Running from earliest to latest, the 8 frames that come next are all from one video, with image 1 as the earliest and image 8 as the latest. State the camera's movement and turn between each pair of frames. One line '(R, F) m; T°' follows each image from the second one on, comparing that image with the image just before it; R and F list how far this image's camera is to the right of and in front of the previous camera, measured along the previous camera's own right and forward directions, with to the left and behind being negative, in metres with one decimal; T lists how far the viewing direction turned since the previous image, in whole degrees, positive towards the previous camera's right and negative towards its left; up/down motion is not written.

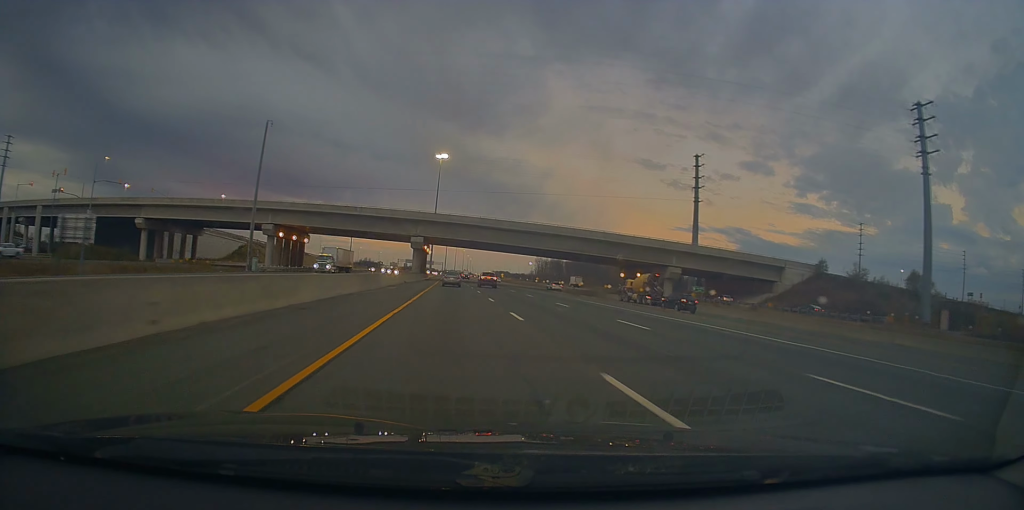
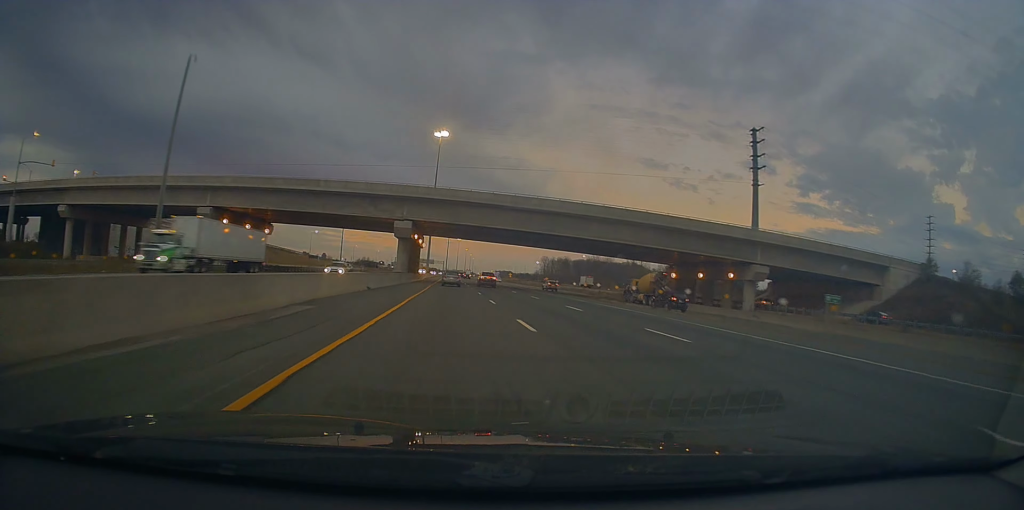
(+0.2, +28.5) m; -1°
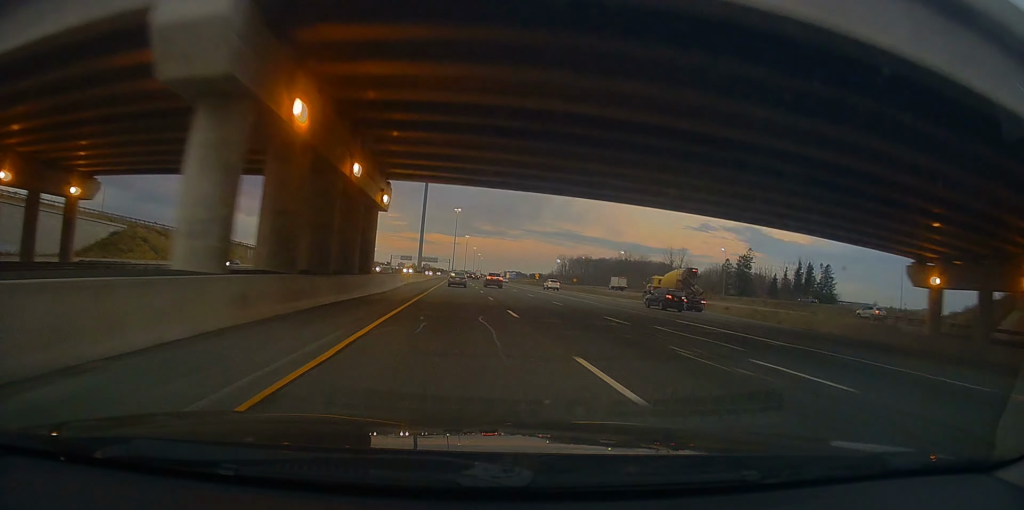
(-0.4, +59.0) m; 0°
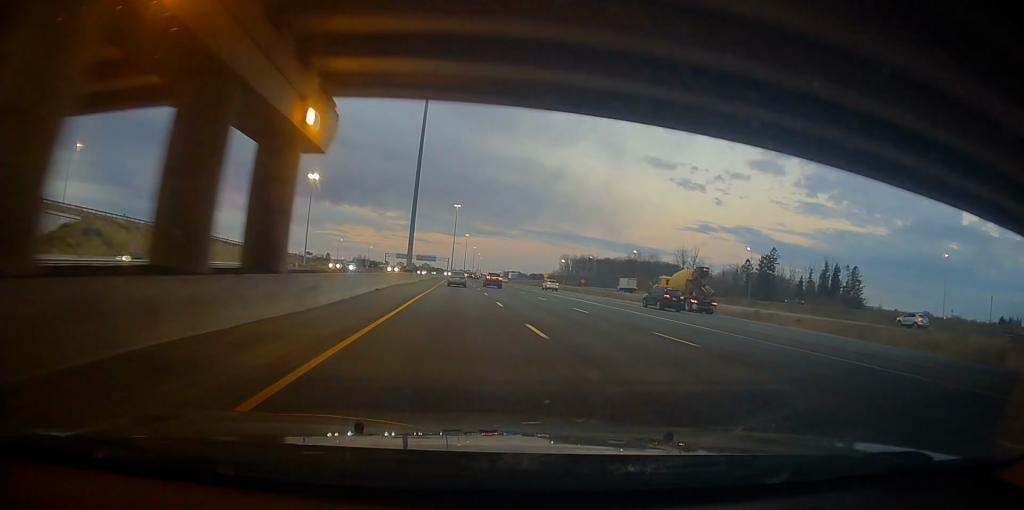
(+0.1, +18.5) m; 0°
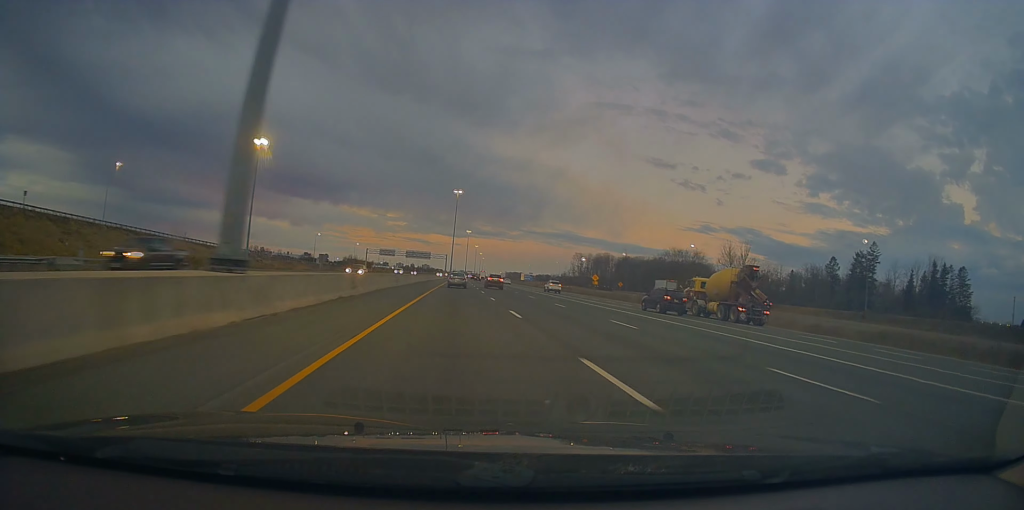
(0.0, +49.6) m; -1°
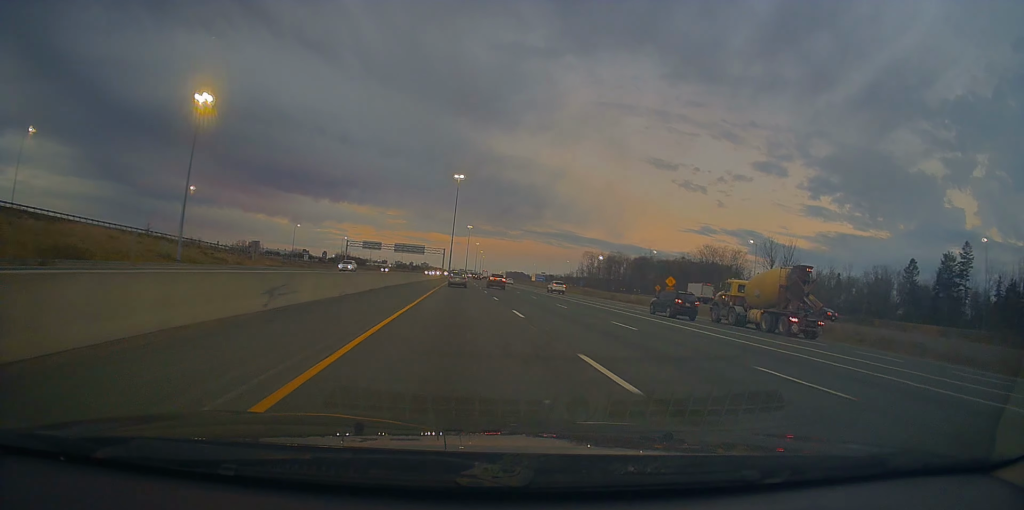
(-0.3, +33.4) m; 0°
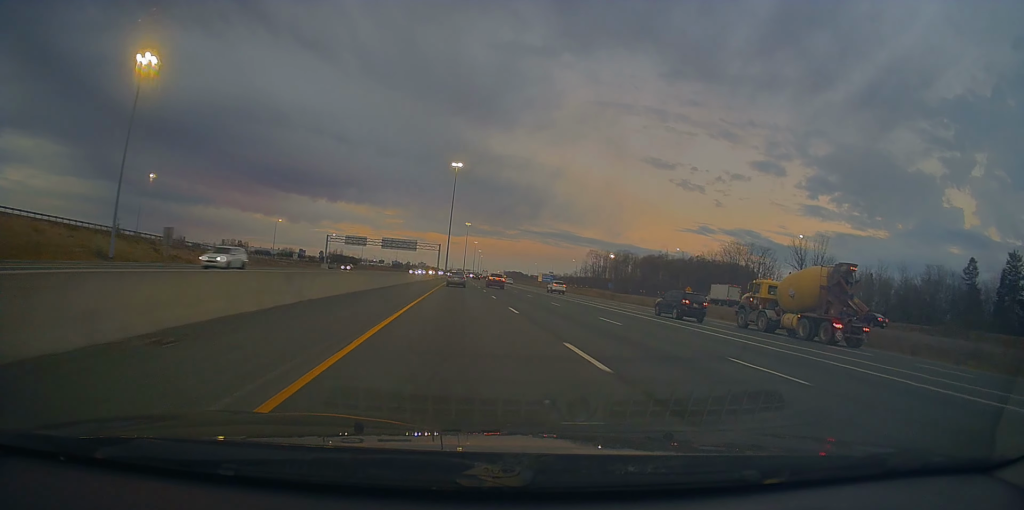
(+0.1, +21.3) m; 0°
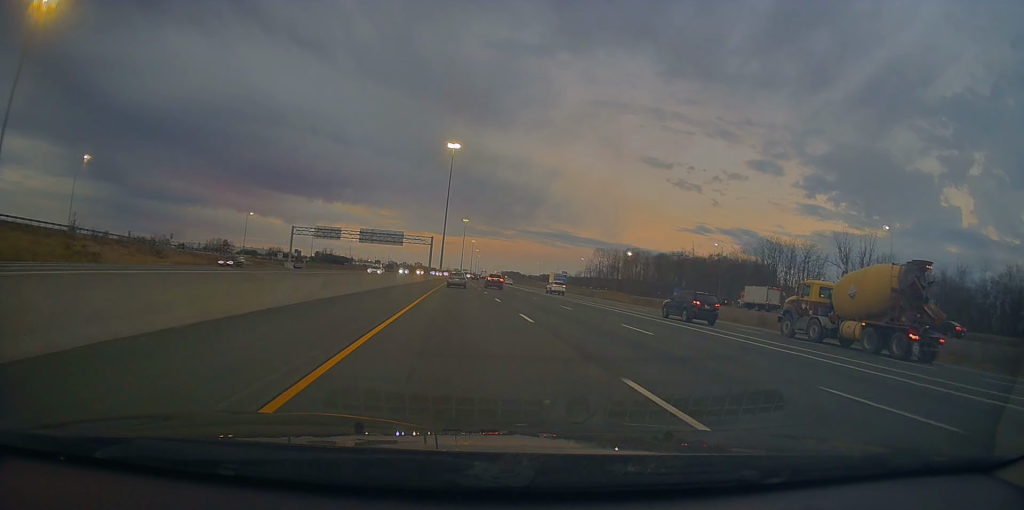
(+0.1, +26.9) m; 0°
